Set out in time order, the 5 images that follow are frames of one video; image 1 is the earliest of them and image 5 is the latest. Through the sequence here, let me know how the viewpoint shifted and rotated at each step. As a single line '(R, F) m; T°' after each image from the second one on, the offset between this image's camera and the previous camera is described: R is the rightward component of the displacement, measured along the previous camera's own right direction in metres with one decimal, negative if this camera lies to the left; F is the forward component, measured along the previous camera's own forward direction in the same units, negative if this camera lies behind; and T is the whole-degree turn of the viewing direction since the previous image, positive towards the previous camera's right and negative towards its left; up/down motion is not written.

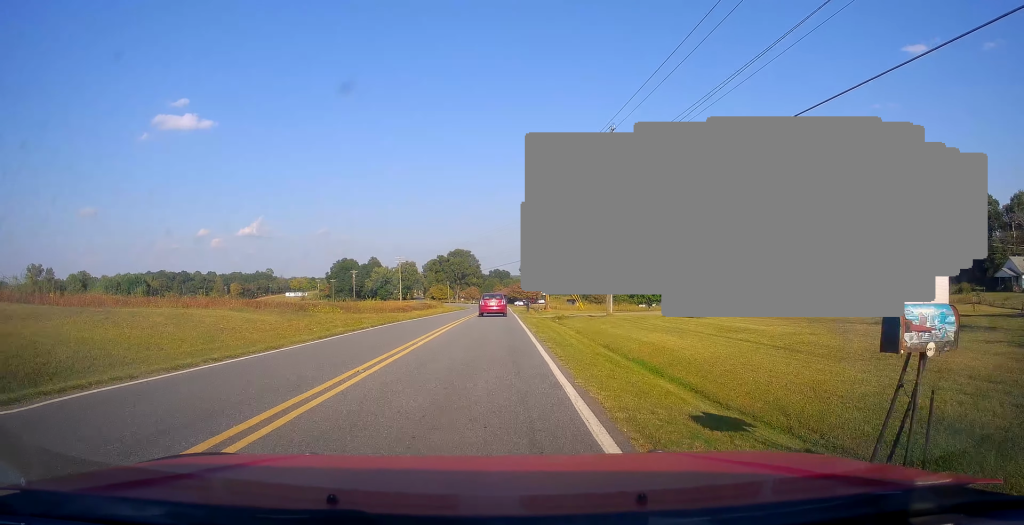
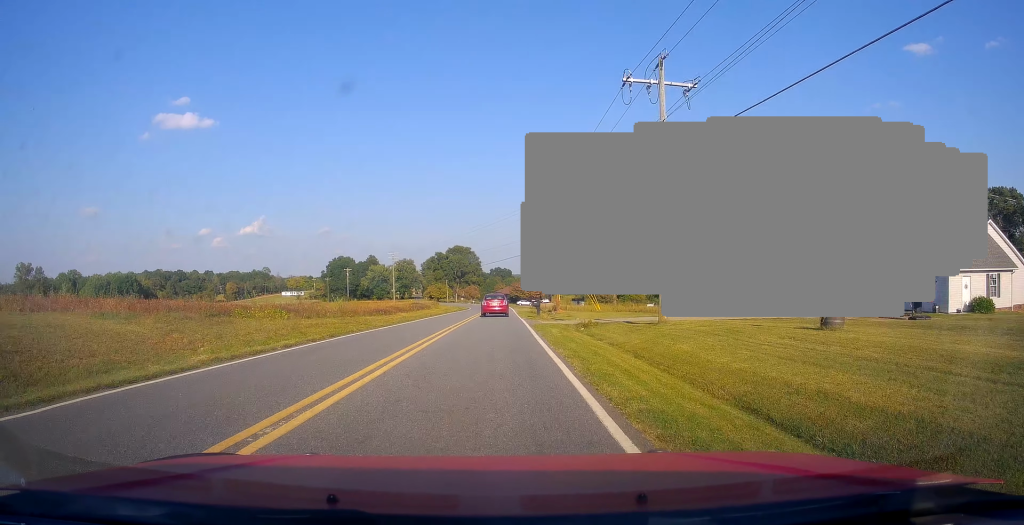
(0.0, +10.1) m; 0°
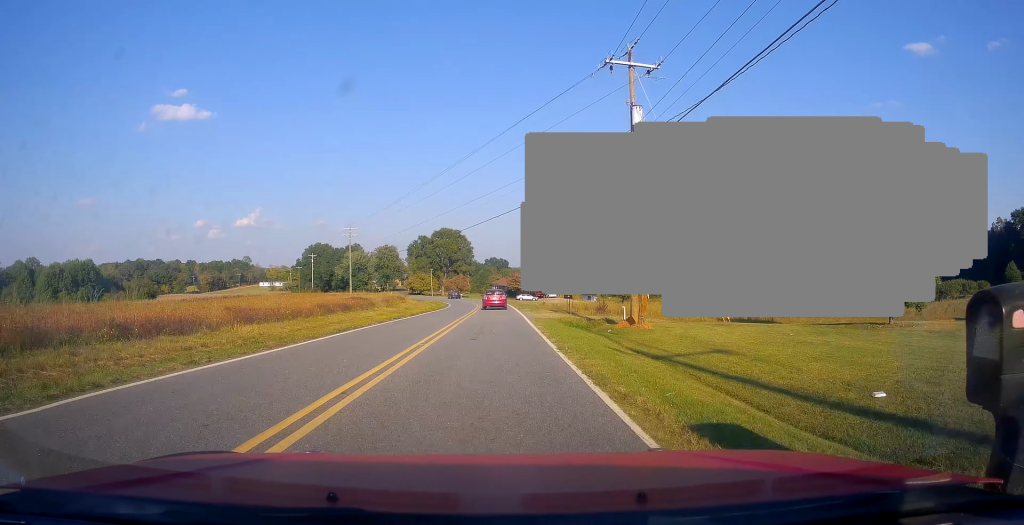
(0.0, +34.1) m; 0°
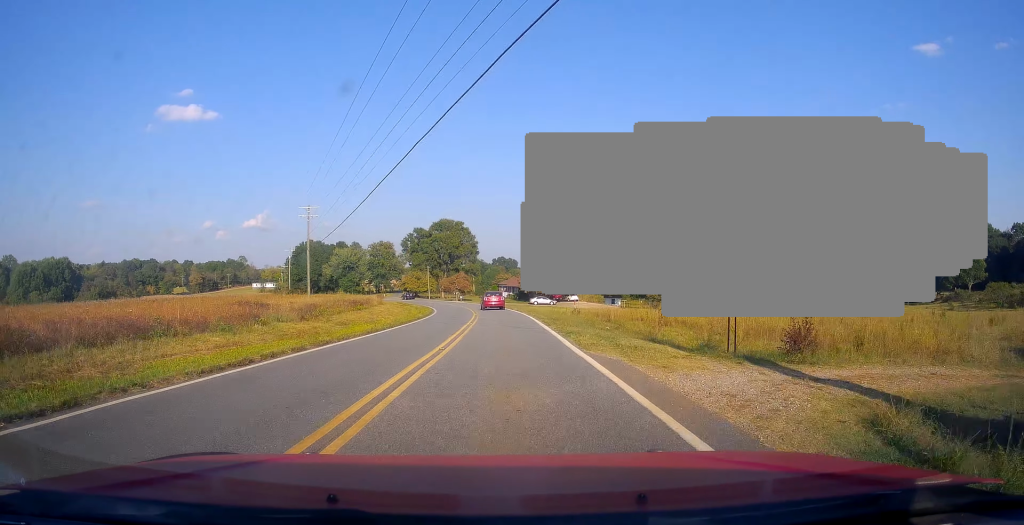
(+0.1, +24.6) m; 0°
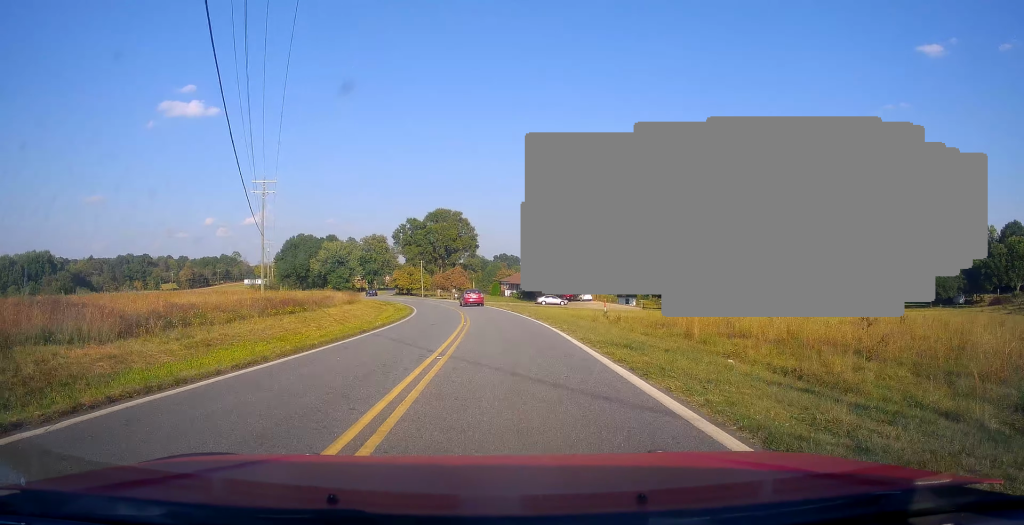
(0.0, +14.8) m; 0°
